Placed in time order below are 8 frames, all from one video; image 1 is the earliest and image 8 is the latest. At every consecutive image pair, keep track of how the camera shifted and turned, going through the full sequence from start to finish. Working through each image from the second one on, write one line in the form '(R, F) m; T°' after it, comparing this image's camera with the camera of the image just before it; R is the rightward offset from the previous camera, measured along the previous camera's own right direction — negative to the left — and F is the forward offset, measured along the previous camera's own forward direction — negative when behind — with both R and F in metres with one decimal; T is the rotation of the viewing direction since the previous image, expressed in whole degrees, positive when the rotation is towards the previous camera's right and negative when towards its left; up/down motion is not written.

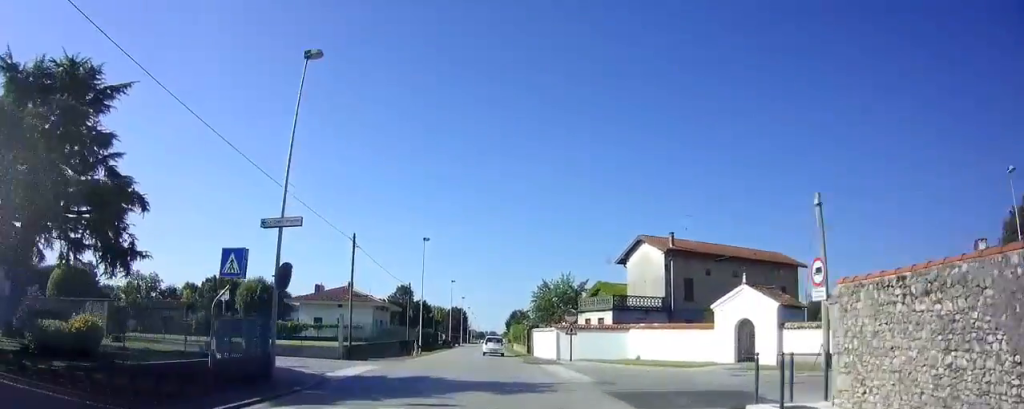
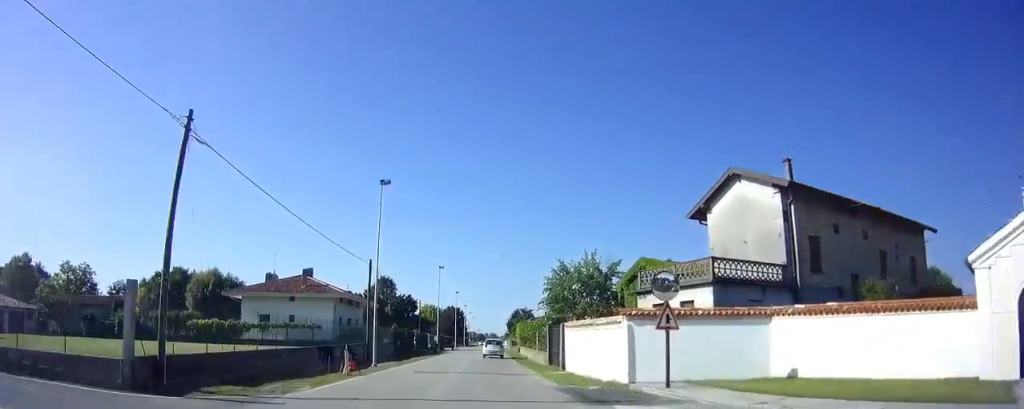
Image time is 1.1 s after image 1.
(0.0, +16.7) m; 0°
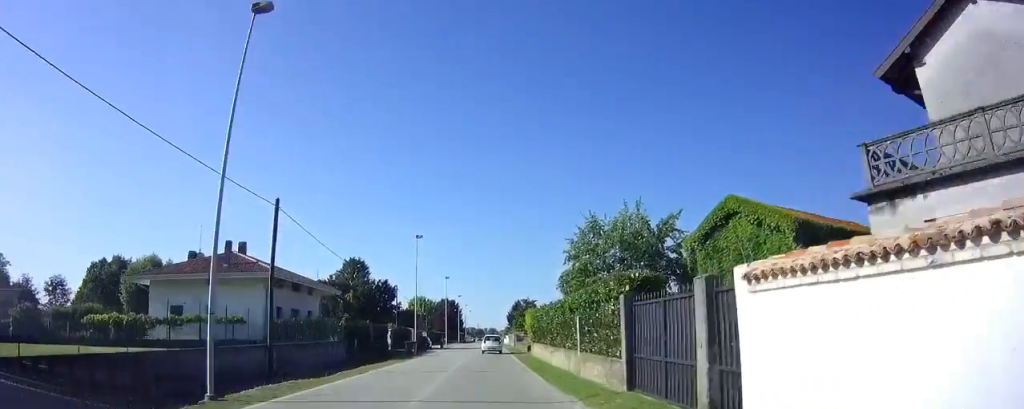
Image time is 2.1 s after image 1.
(0.0, +15.6) m; 0°
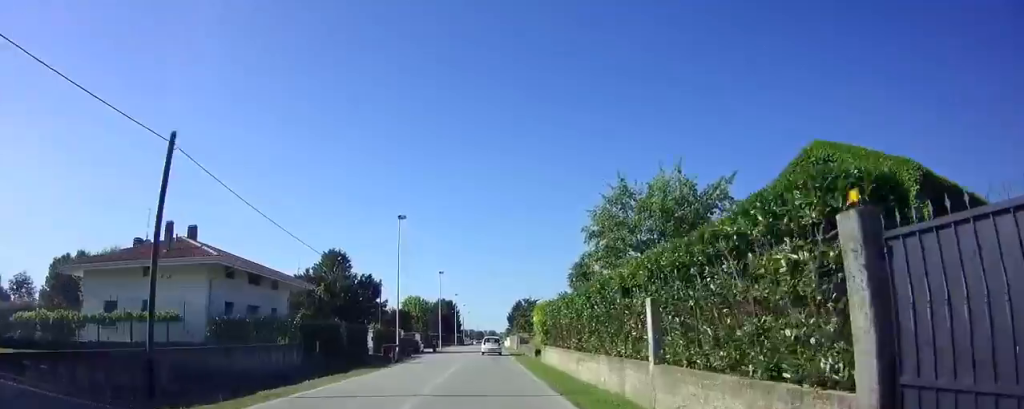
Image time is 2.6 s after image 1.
(-0.1, +7.6) m; 0°
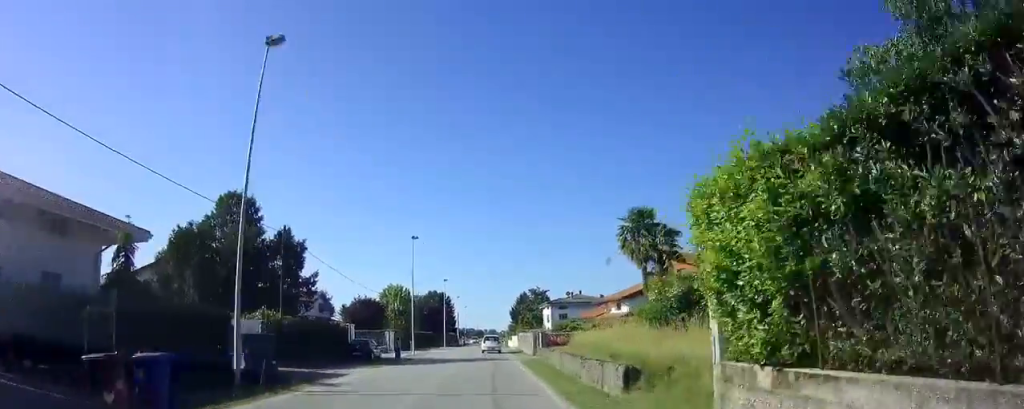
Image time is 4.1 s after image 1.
(+0.1, +22.4) m; 0°
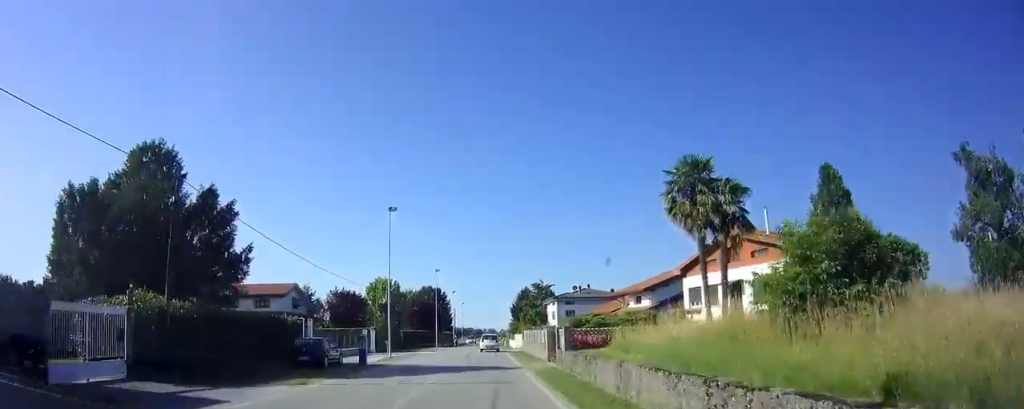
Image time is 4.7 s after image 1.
(0.0, +9.2) m; 0°
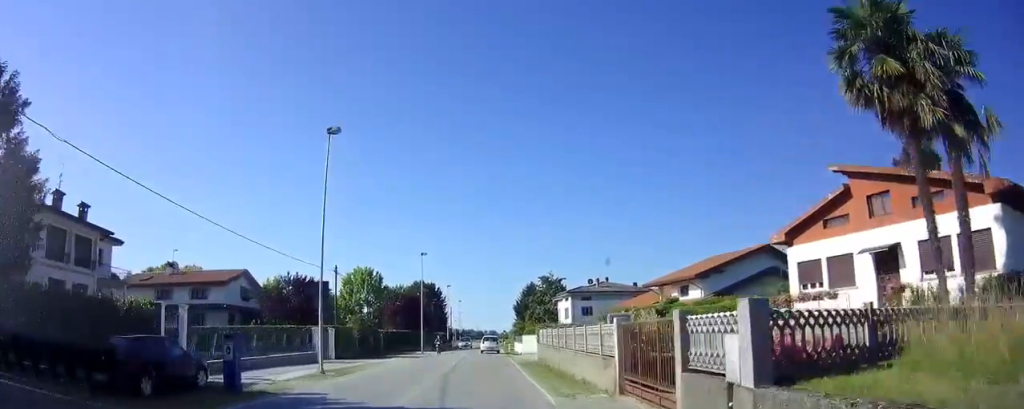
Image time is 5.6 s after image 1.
(0.0, +13.4) m; 0°
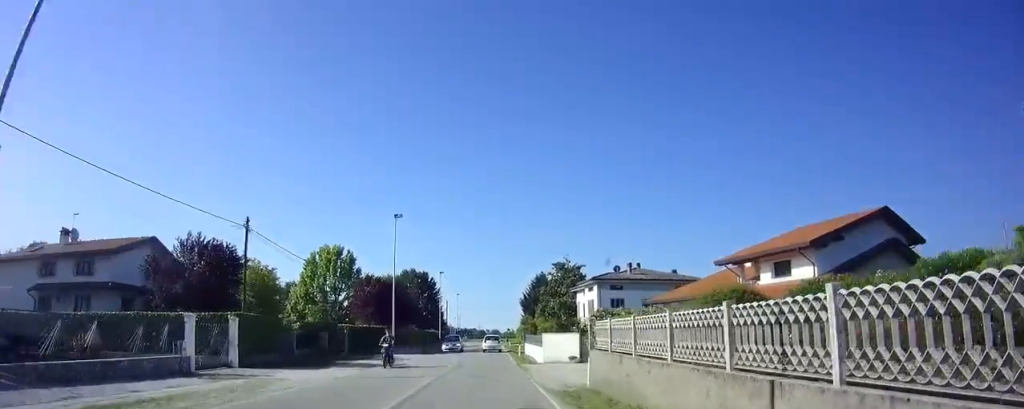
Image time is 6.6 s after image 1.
(0.0, +15.6) m; 0°
